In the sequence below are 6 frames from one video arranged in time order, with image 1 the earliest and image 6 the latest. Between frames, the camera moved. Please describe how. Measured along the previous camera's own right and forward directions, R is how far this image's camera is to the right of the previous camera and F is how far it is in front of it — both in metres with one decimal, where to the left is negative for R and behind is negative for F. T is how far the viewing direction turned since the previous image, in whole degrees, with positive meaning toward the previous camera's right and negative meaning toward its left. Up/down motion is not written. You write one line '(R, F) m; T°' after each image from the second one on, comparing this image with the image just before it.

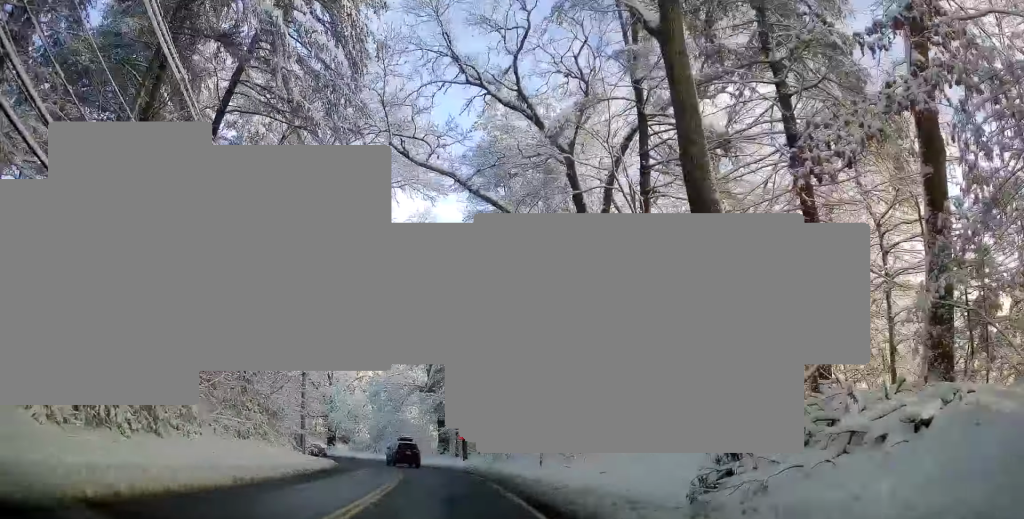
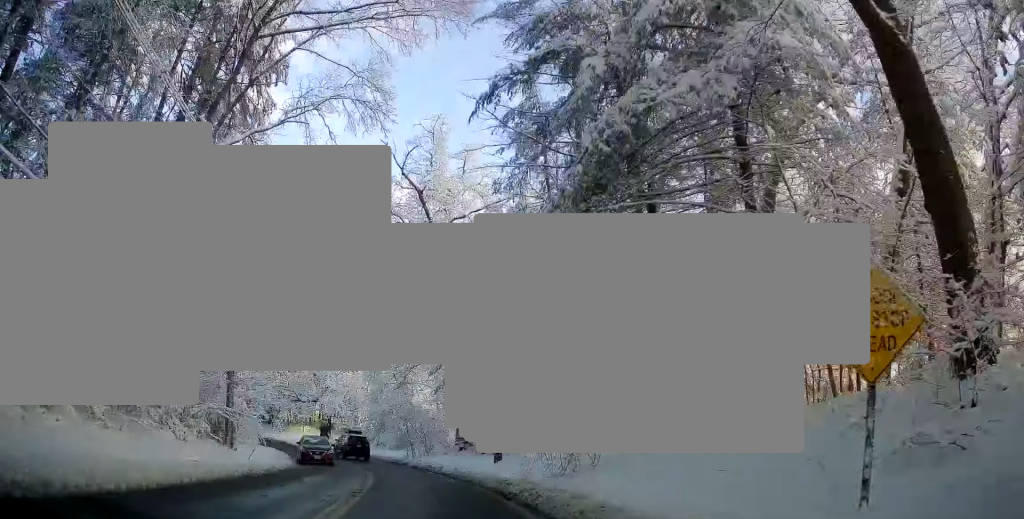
(-0.2, +15.6) m; -3°
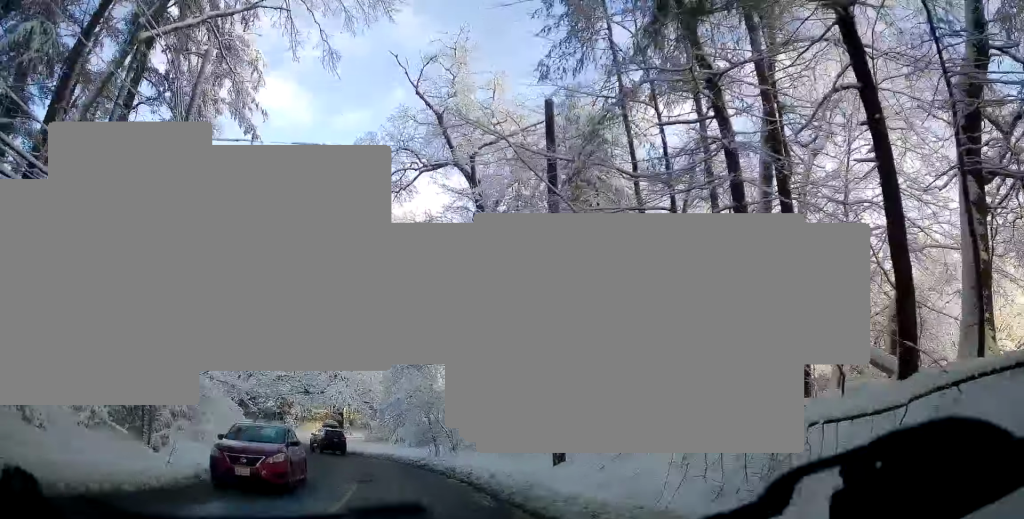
(-0.3, +8.6) m; -2°
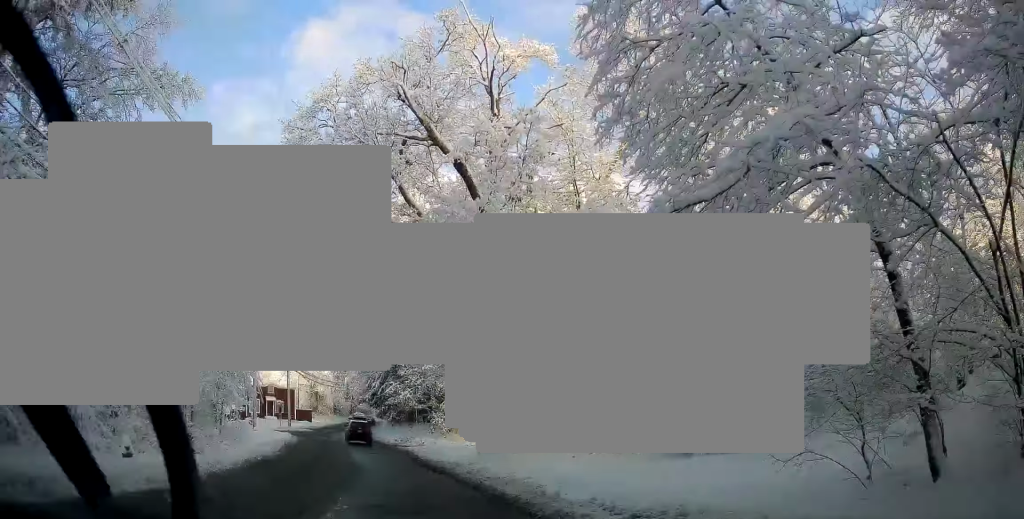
(-1.8, +31.7) m; -11°
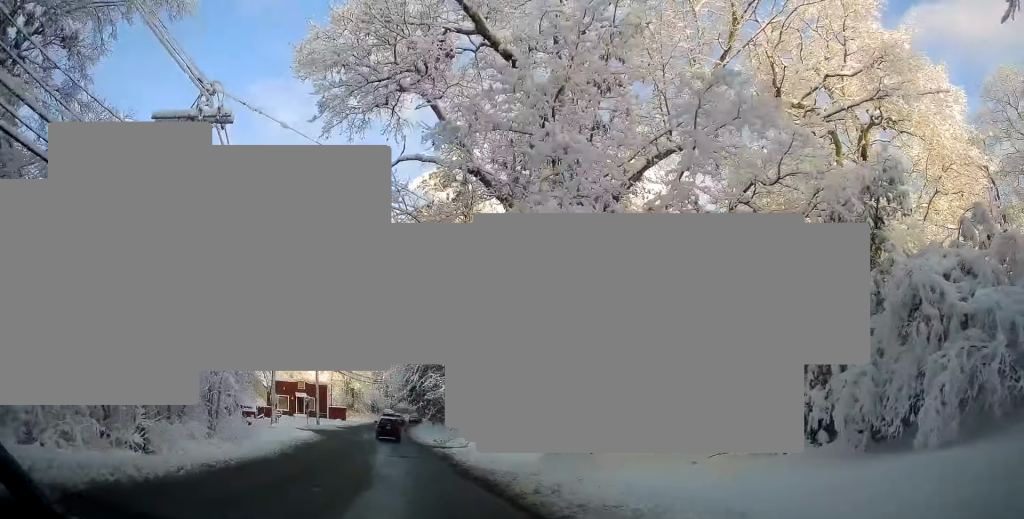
(-0.4, +6.9) m; -4°
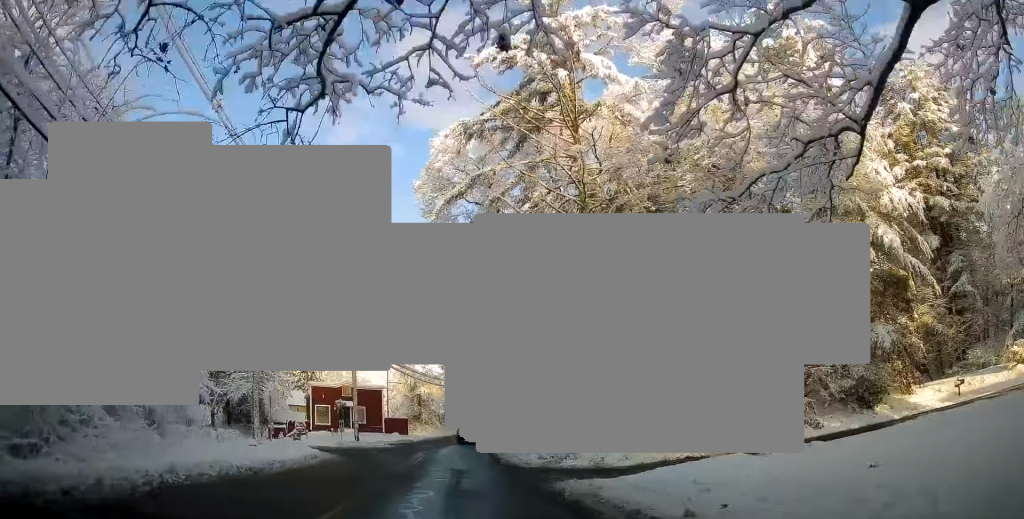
(-1.8, +19.7) m; -10°
